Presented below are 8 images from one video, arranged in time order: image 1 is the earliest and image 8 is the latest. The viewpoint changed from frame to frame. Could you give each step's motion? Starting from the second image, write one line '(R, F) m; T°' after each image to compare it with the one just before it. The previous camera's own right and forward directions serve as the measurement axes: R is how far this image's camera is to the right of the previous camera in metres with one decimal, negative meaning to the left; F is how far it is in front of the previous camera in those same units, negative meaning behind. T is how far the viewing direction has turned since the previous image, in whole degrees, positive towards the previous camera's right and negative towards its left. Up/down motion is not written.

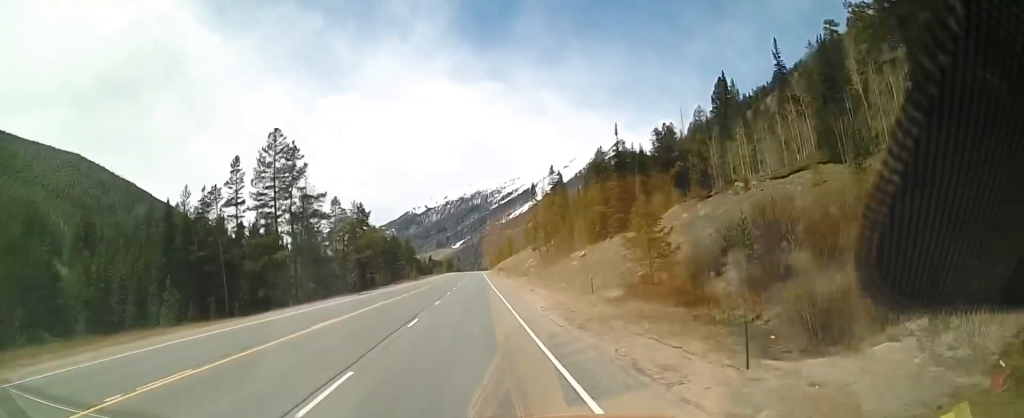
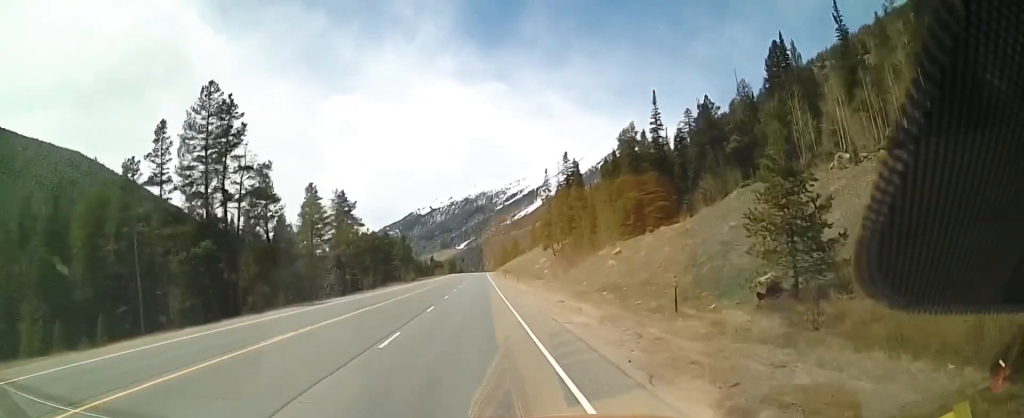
(0.0, +17.7) m; -1°
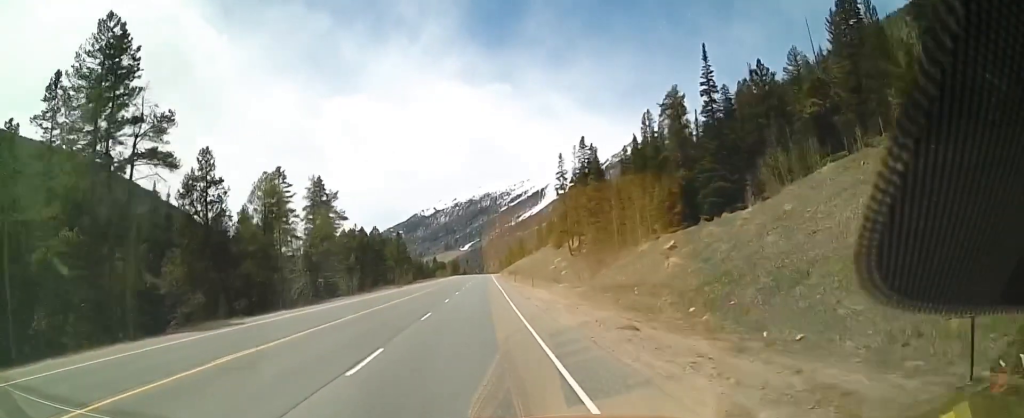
(-0.2, +15.9) m; -1°
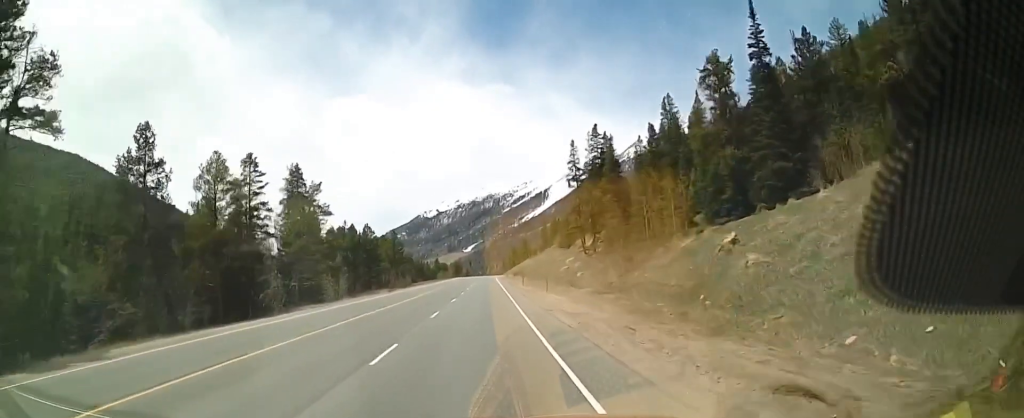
(-0.3, +10.6) m; 0°
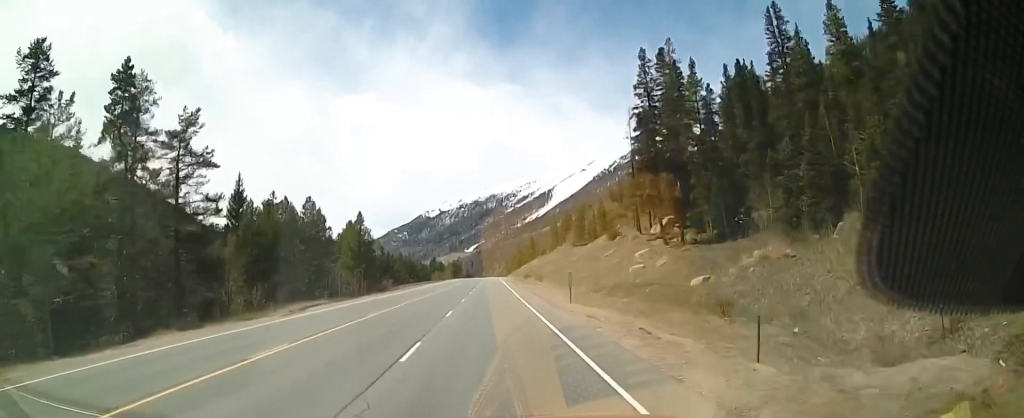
(-0.2, +36.0) m; -1°
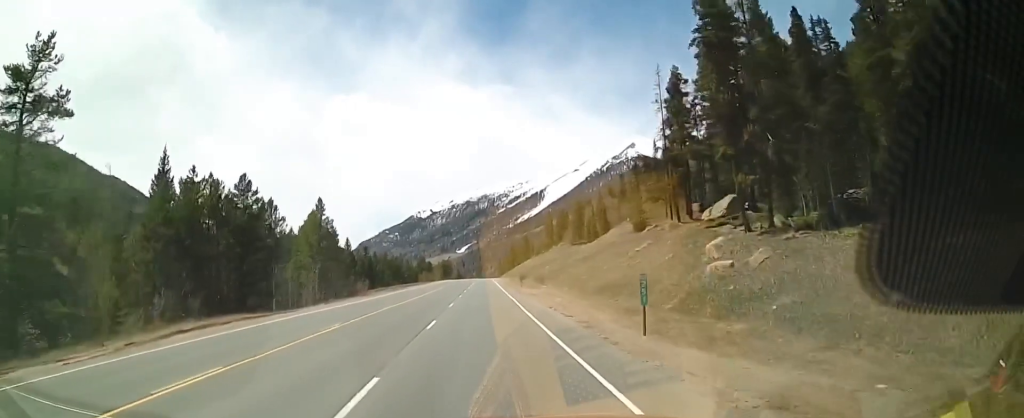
(+0.3, +16.7) m; +1°
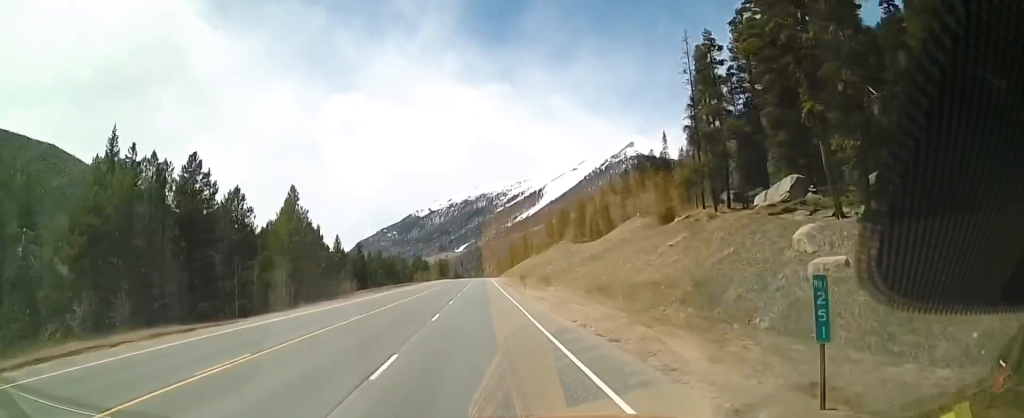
(+0.5, +9.0) m; -1°
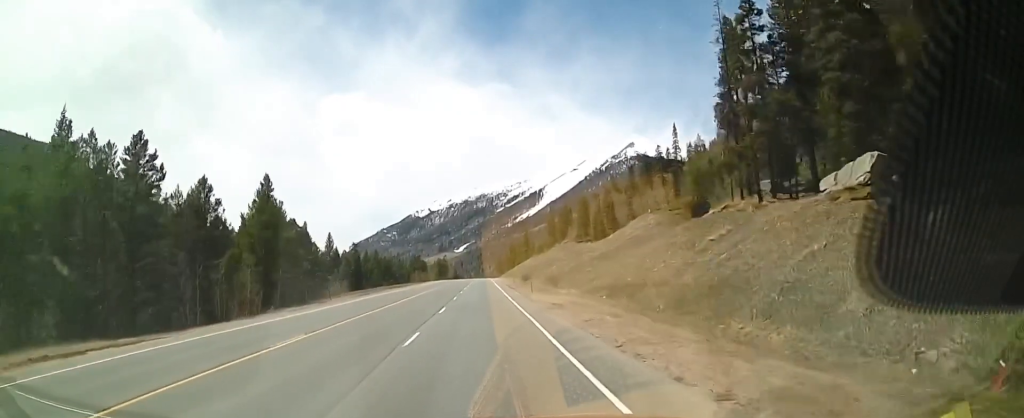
(-0.5, +7.3) m; -1°
